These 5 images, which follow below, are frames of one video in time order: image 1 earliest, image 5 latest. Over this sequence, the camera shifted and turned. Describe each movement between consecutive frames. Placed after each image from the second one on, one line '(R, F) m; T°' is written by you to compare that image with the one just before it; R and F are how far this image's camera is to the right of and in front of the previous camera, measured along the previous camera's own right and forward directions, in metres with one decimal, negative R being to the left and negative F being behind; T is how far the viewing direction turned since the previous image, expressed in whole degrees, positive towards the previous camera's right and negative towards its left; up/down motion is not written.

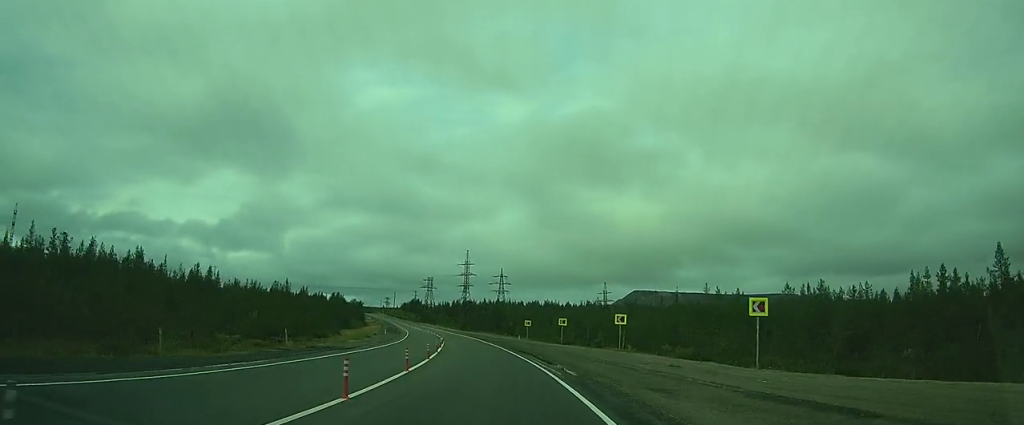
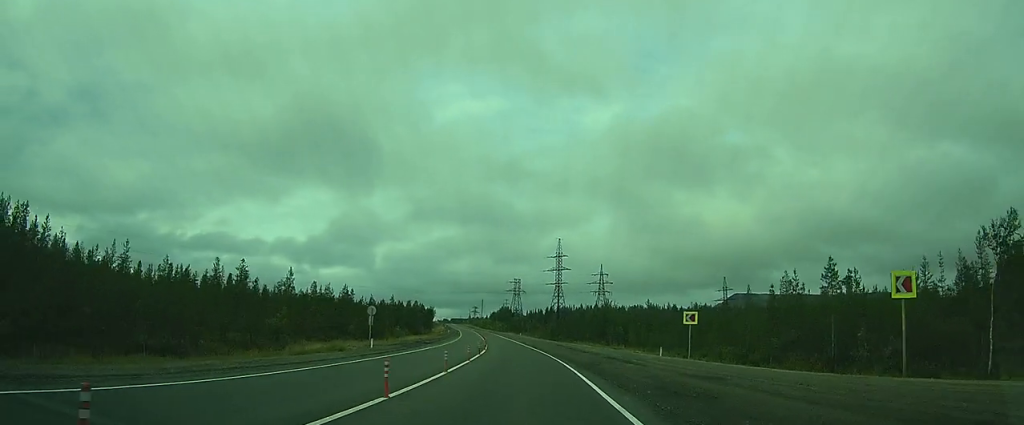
(-1.2, +49.2) m; -5°
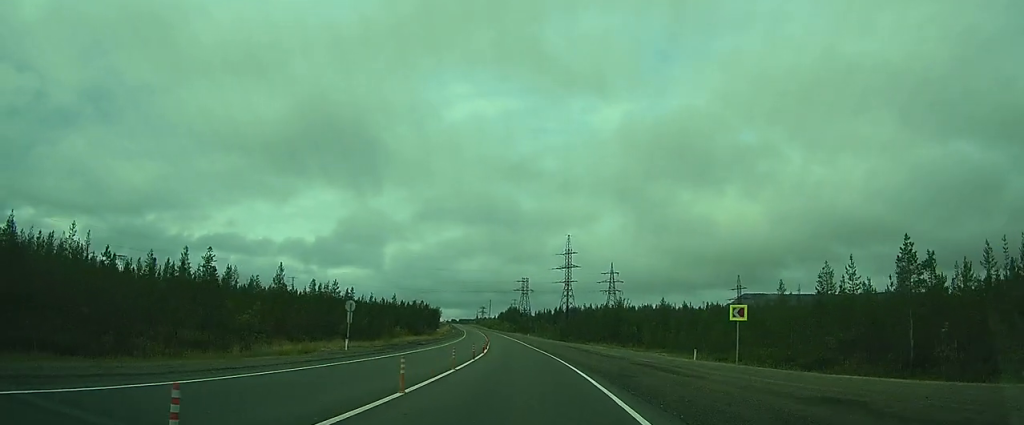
(-0.2, +7.1) m; -1°
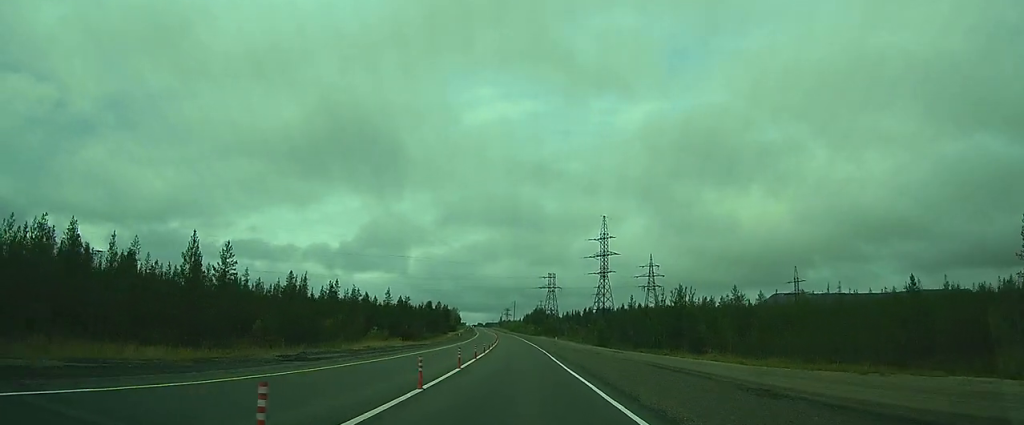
(-1.4, +30.1) m; -2°
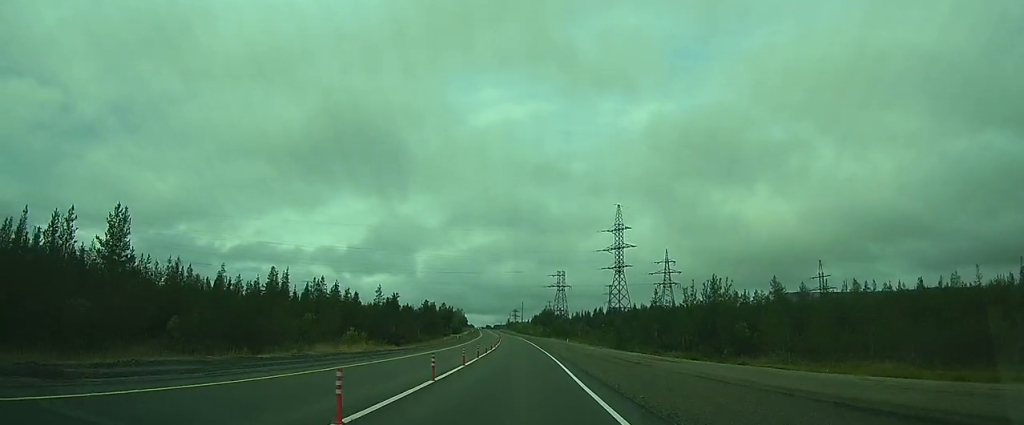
(+0.1, +12.1) m; 0°
